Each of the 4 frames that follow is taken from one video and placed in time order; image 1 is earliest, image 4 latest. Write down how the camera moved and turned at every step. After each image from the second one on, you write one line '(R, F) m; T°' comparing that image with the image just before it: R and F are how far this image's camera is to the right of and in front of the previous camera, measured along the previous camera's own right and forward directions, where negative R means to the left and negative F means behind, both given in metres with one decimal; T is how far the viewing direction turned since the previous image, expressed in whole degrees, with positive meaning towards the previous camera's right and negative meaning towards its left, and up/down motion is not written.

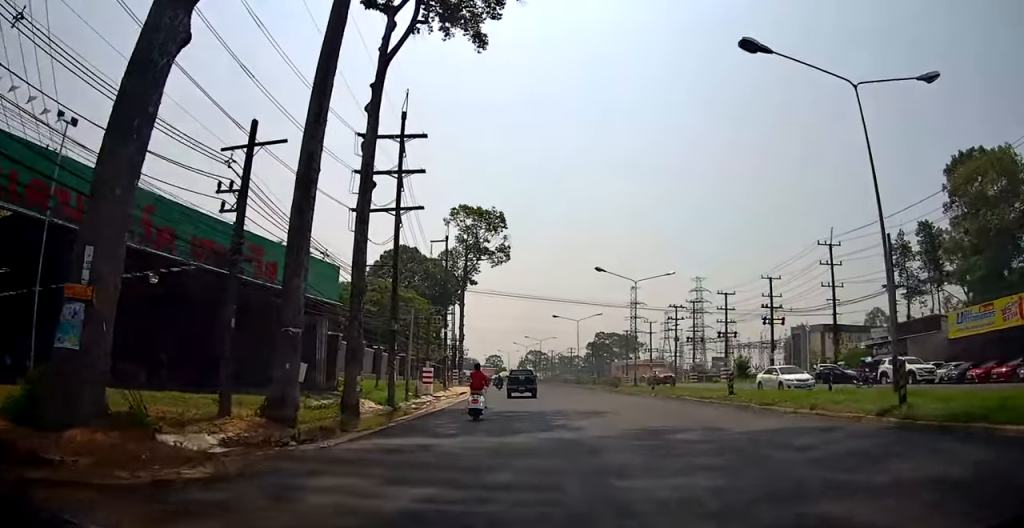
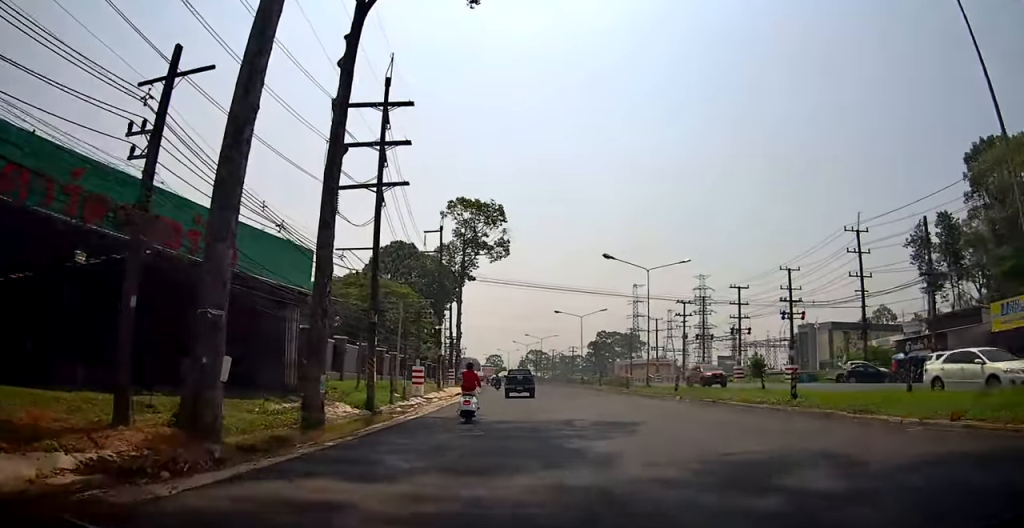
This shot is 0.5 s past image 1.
(-0.1, +5.4) m; 0°
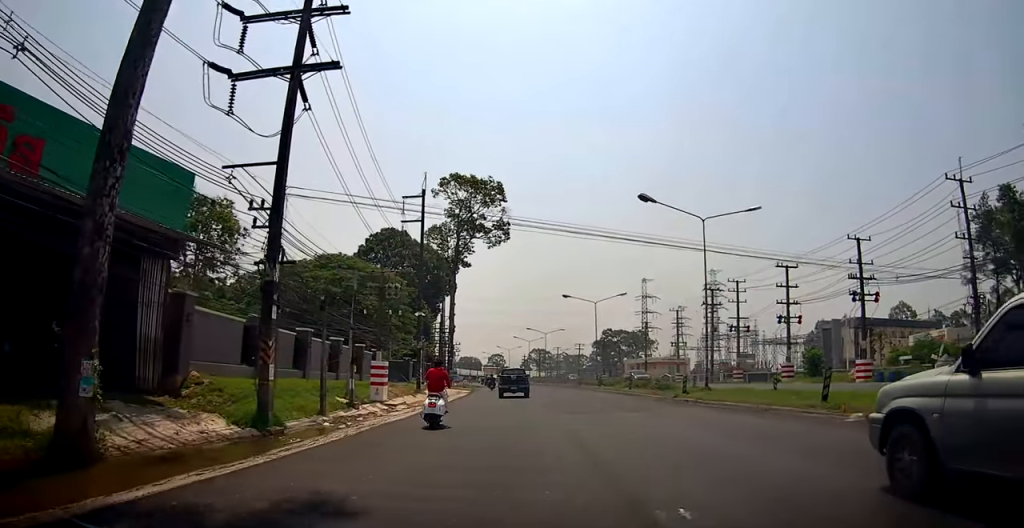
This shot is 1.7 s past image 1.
(+0.3, +14.5) m; +2°
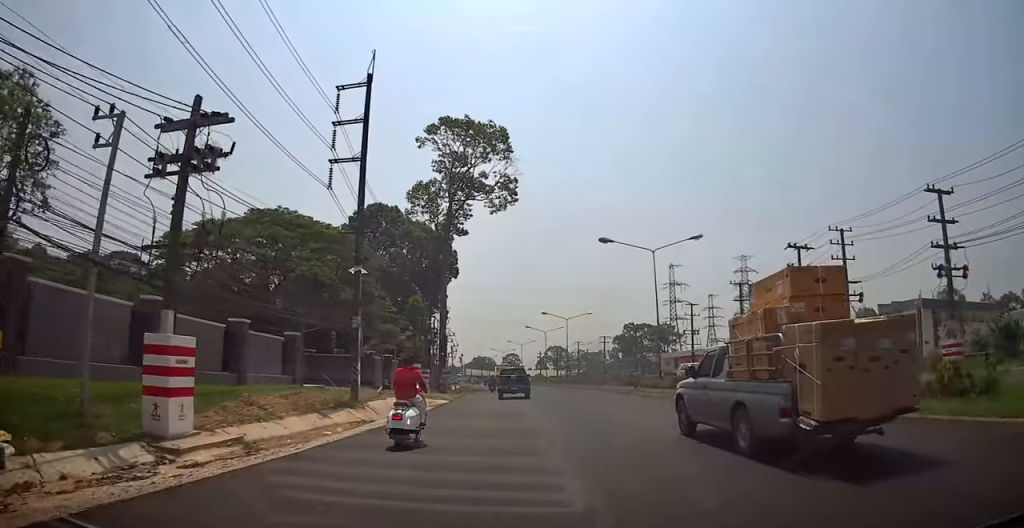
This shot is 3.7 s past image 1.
(-0.4, +23.9) m; -2°
